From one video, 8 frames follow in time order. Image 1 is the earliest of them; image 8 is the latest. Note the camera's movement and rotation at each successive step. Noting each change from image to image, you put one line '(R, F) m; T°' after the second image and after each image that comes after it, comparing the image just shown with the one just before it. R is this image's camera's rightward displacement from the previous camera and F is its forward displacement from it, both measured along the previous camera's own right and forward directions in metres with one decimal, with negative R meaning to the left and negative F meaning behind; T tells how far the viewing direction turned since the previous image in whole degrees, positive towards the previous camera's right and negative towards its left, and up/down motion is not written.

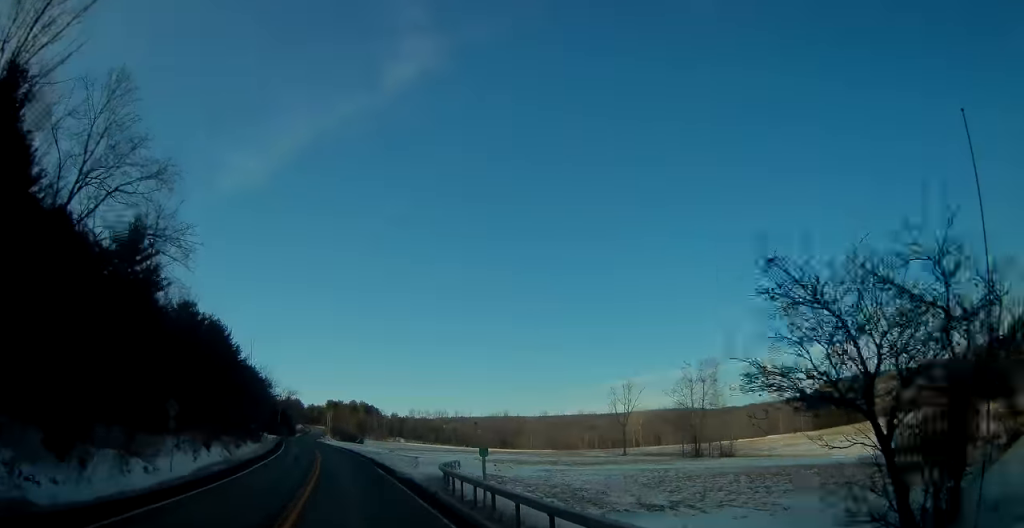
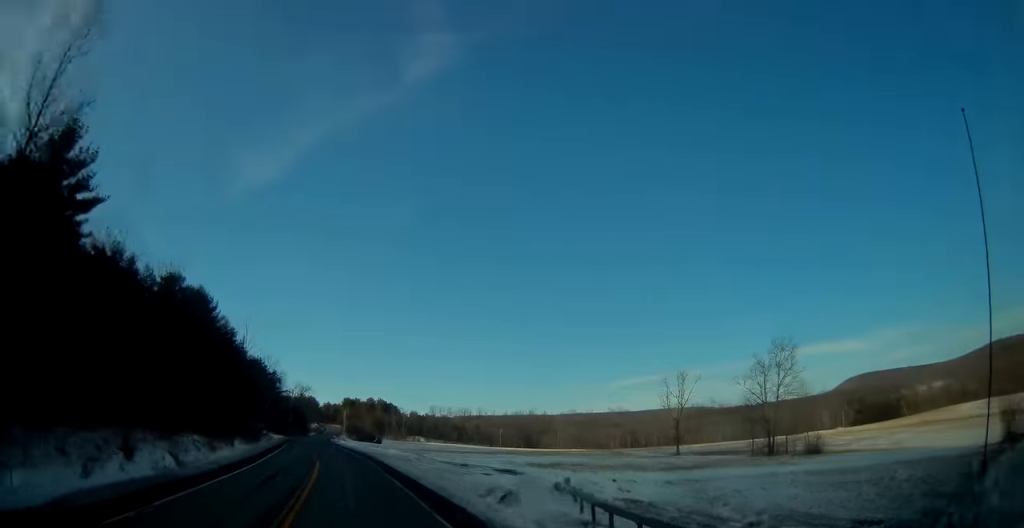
(-0.3, +16.5) m; -2°
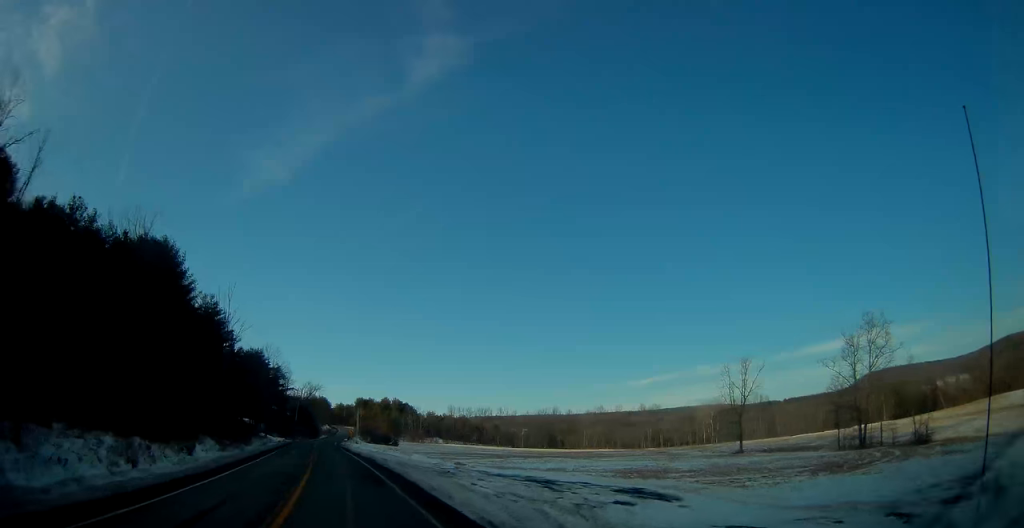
(-0.2, +17.4) m; -2°
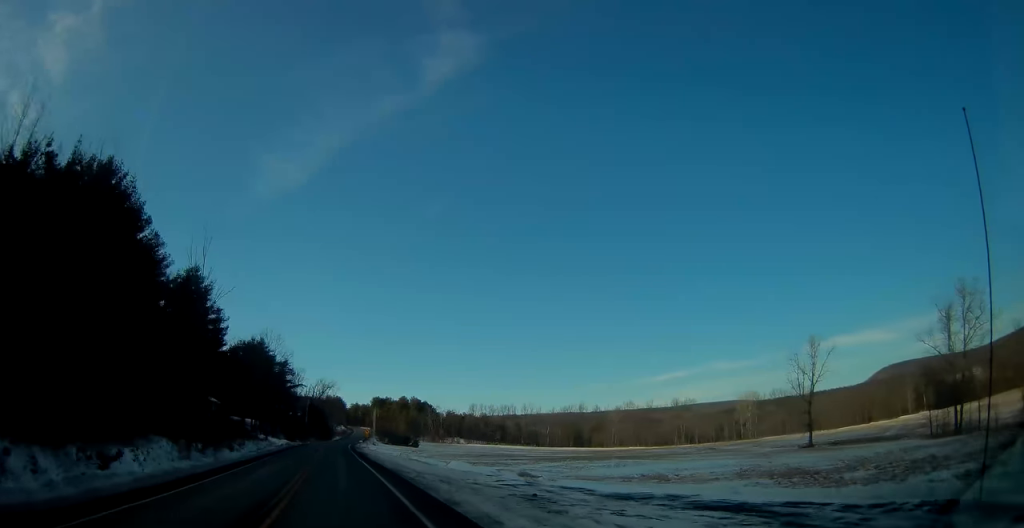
(-0.4, +15.0) m; -2°
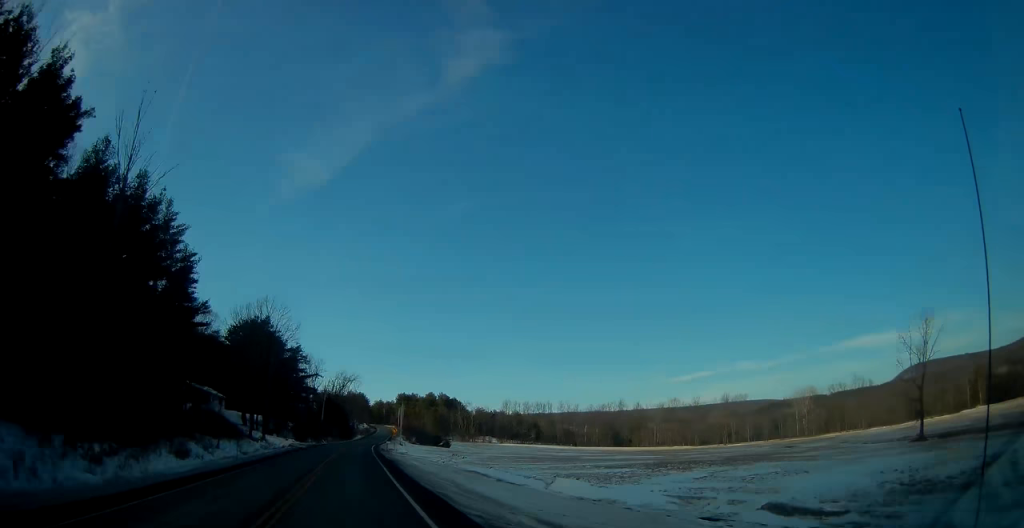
(-0.4, +20.0) m; -1°
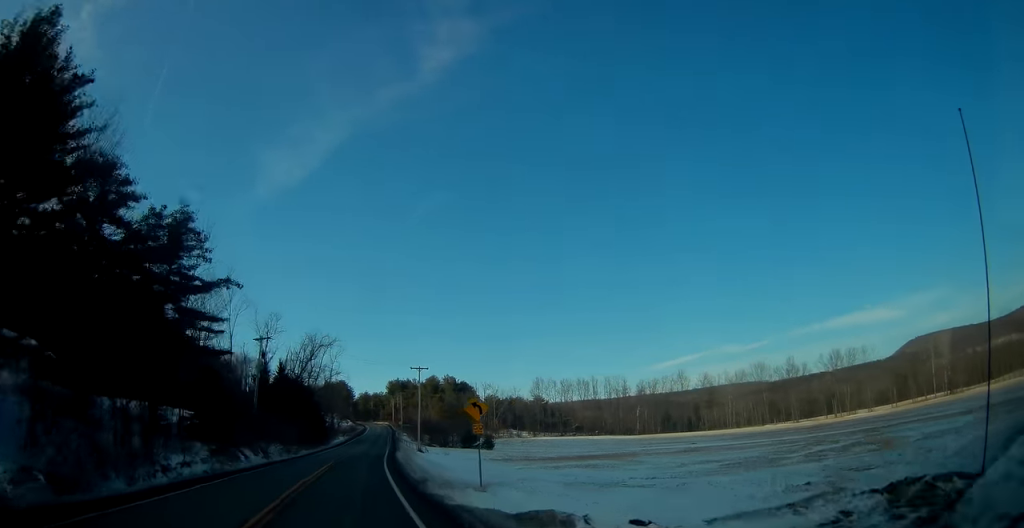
(+0.6, +70.0) m; +1°
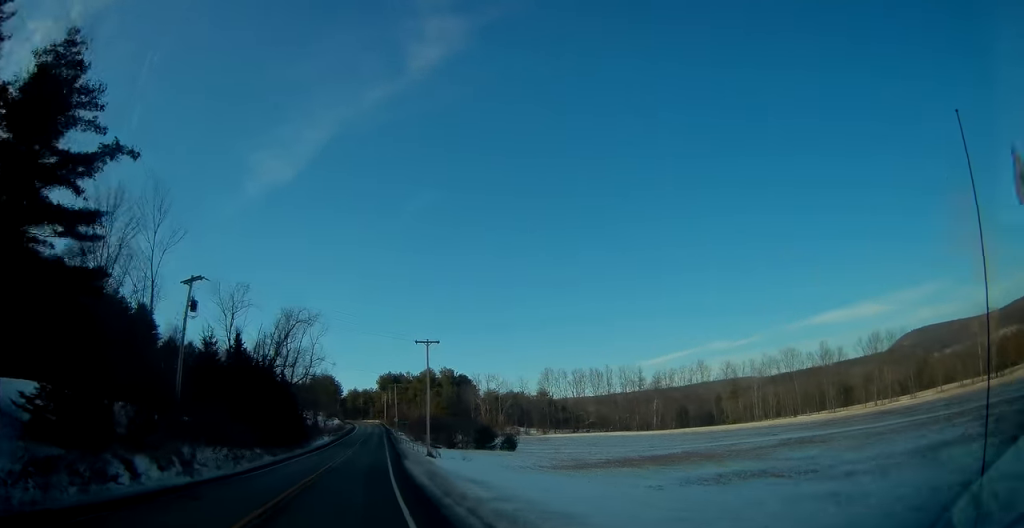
(0.0, +21.4) m; +1°
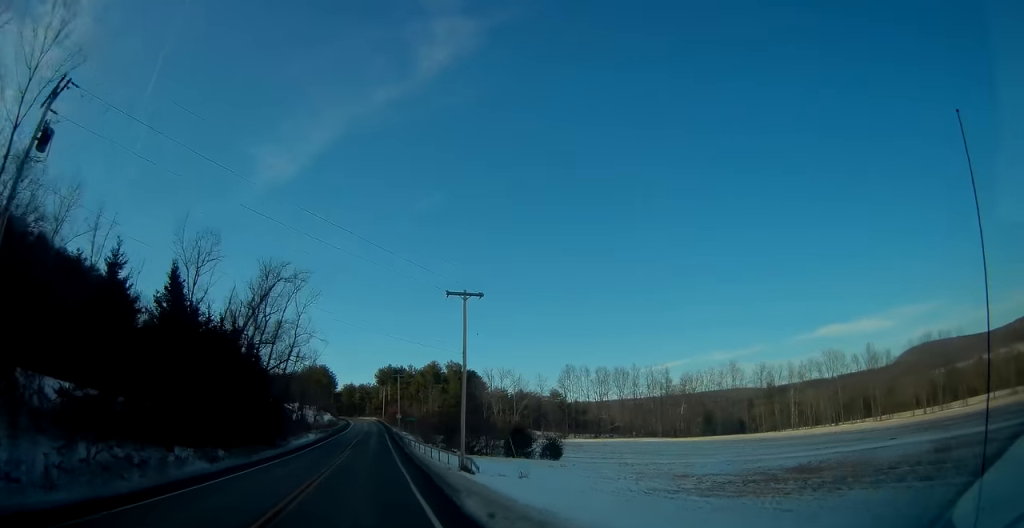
(+0.4, +20.5) m; +2°
